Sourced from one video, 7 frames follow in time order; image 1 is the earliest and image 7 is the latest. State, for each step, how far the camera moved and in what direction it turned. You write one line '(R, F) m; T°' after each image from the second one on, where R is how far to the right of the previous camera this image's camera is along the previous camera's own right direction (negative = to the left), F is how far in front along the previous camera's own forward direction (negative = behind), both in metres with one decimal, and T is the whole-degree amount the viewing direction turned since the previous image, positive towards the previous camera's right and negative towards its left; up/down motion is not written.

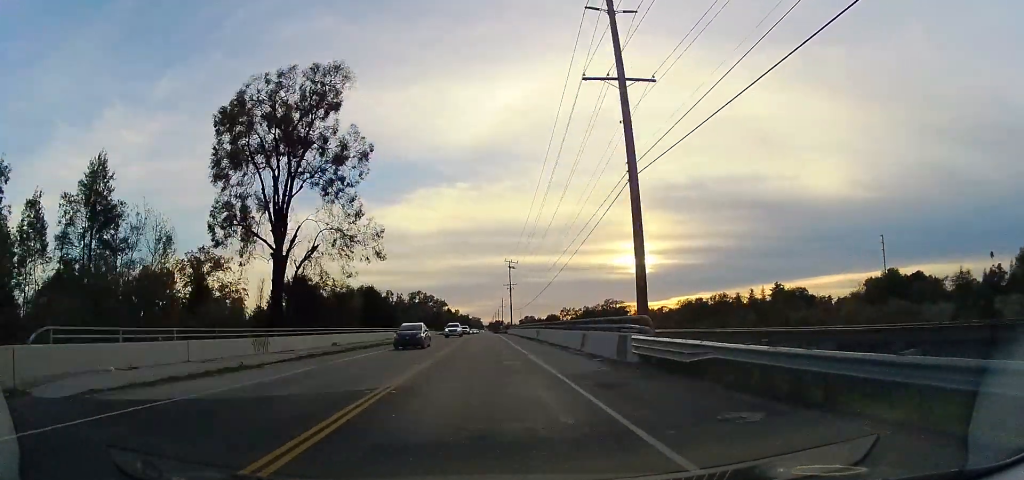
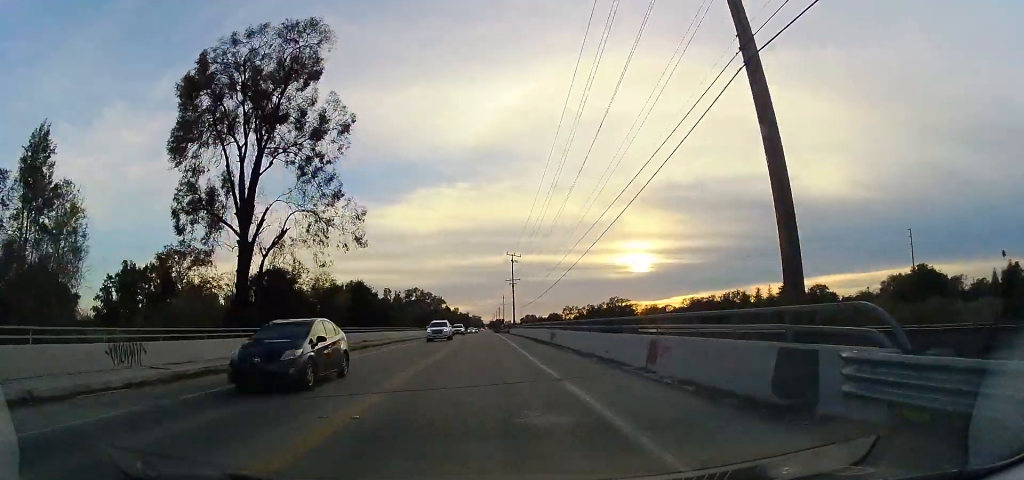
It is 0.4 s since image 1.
(-0.2, +9.9) m; -1°
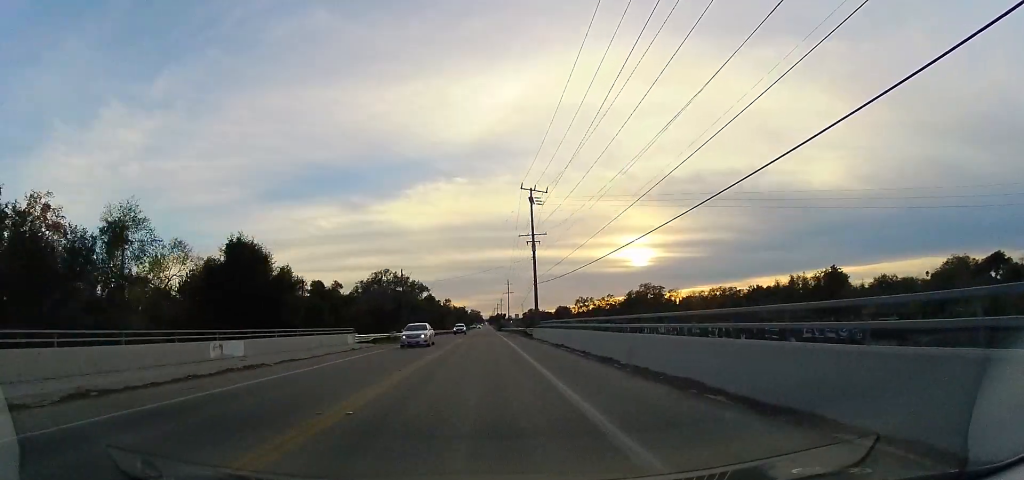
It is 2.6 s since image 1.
(-0.1, +51.1) m; 0°
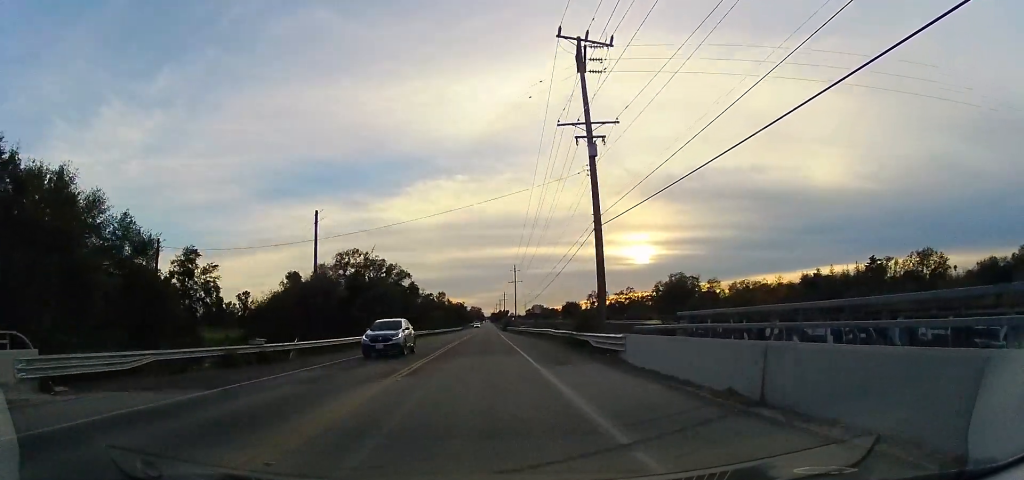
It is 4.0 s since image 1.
(-0.3, +31.9) m; -1°
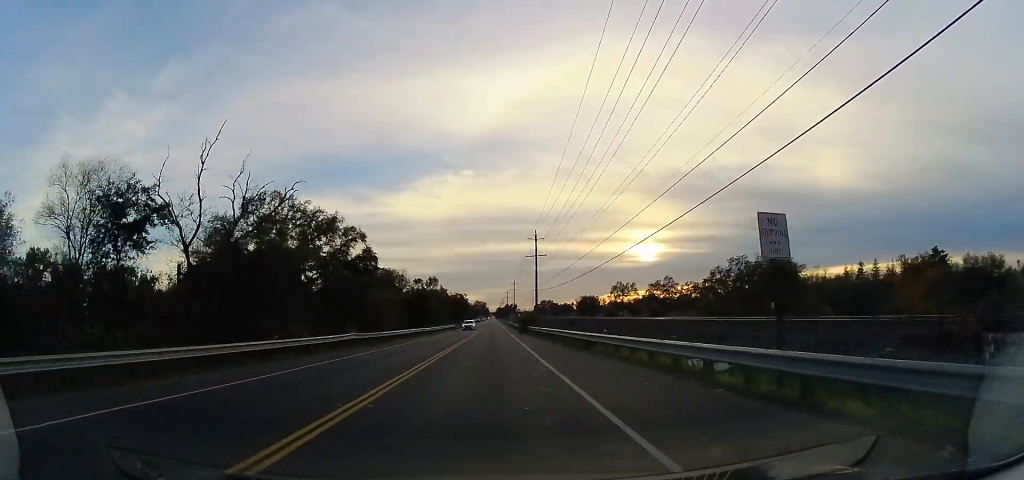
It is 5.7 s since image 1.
(-0.1, +40.4) m; 0°
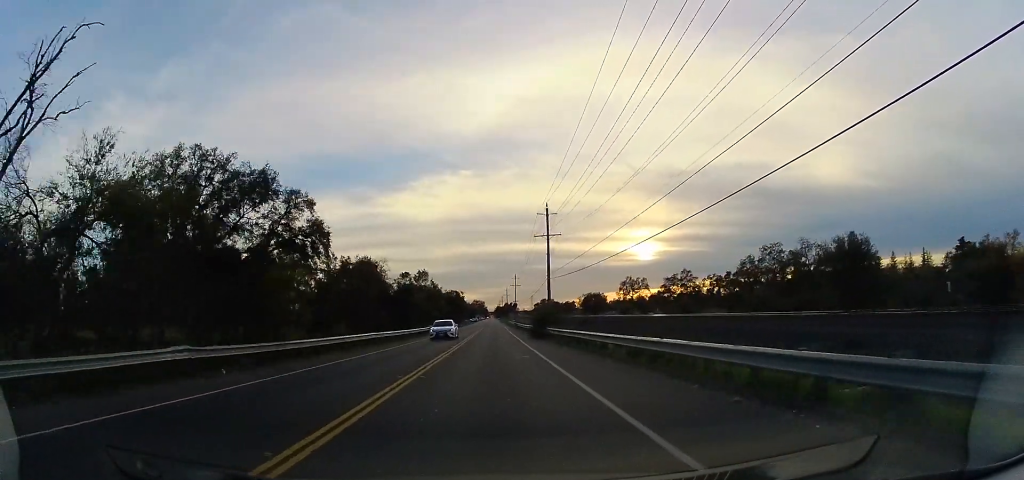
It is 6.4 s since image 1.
(0.0, +17.7) m; 0°
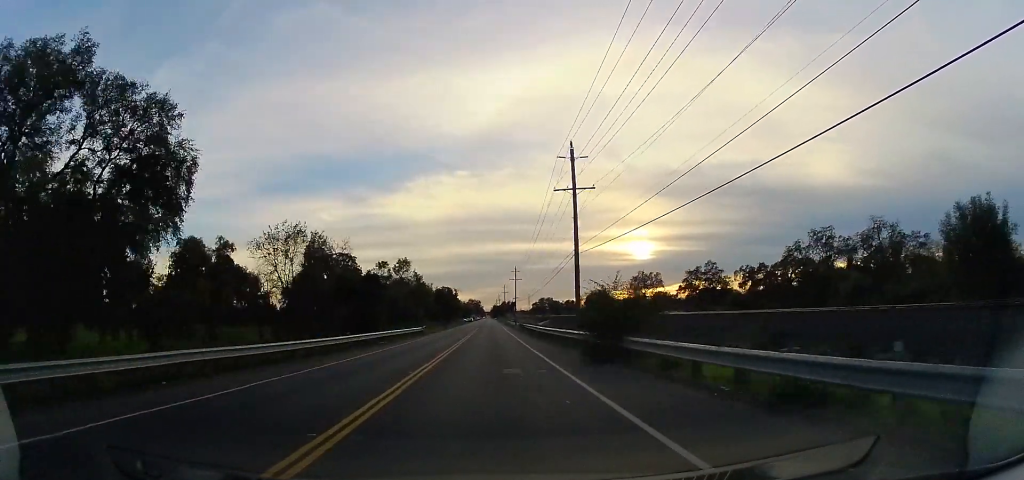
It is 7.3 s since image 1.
(0.0, +21.0) m; 0°
